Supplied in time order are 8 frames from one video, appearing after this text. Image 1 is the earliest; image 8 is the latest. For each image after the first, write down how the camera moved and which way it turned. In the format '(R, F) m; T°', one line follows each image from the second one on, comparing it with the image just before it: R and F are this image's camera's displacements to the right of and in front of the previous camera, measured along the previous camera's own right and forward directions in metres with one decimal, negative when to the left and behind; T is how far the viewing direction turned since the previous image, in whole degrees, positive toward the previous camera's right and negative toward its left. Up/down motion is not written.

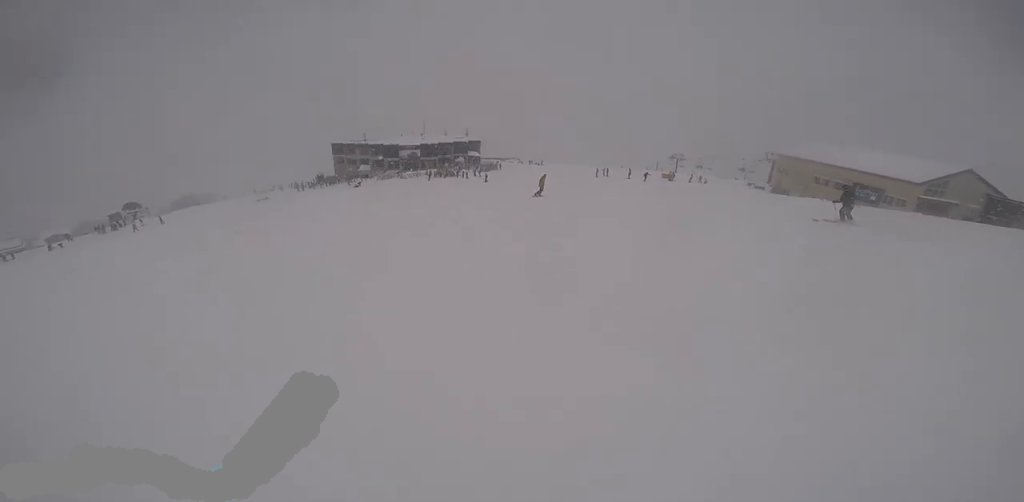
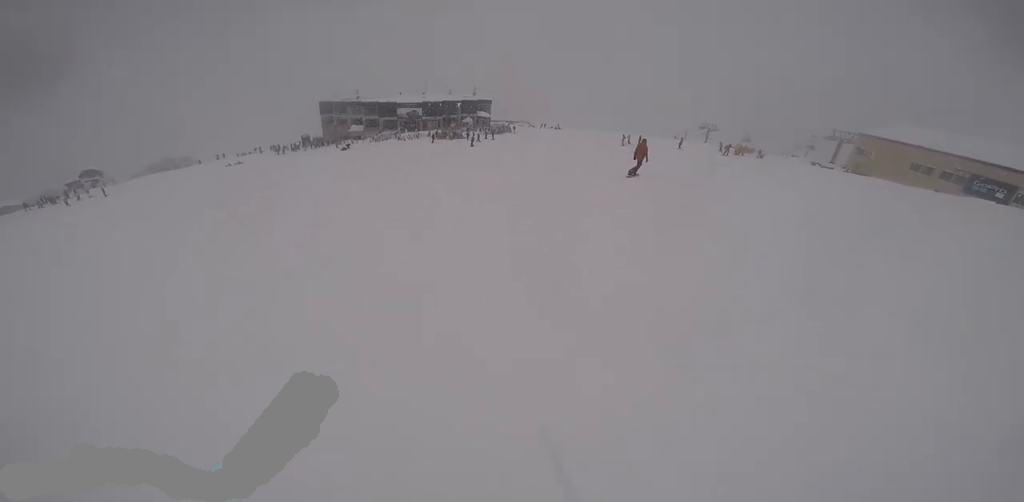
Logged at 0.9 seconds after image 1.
(0.0, +11.6) m; 0°
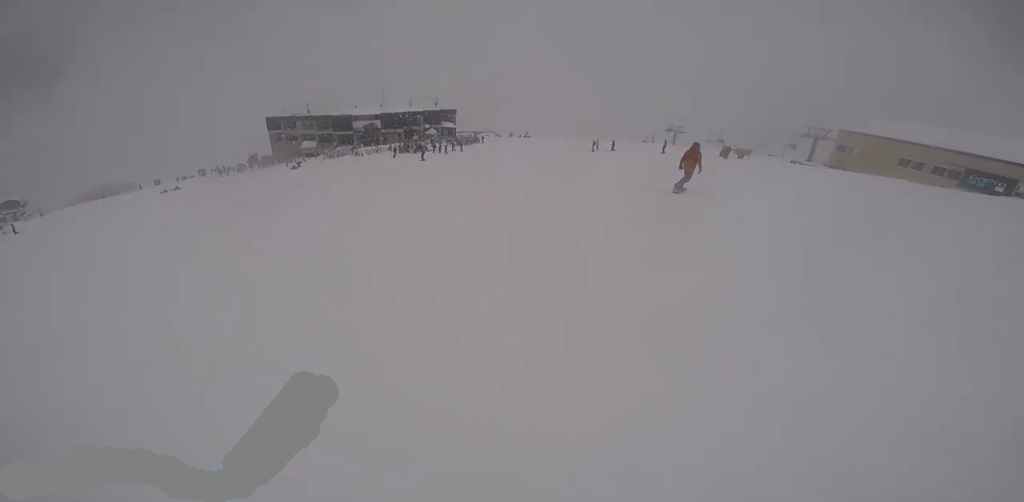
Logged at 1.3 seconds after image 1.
(0.0, +4.9) m; +3°
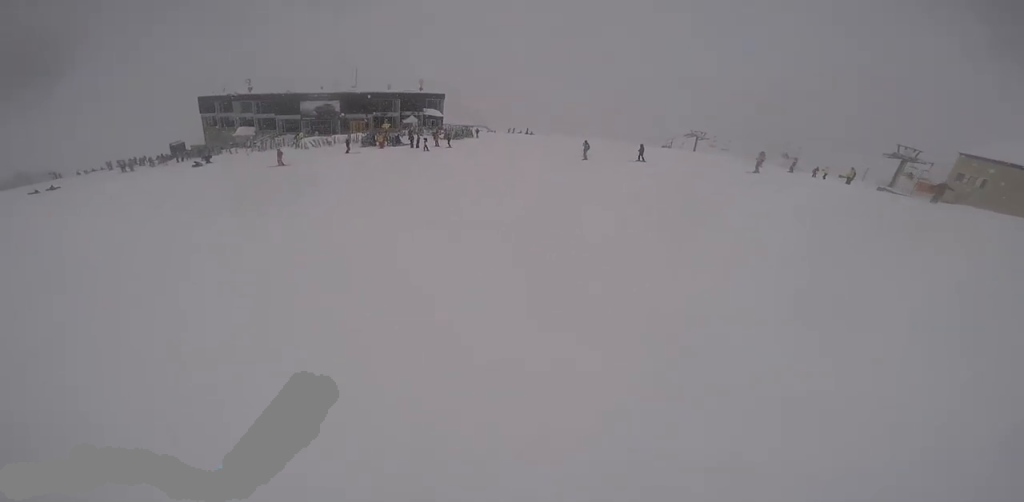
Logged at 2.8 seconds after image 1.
(+1.4, +16.3) m; +3°
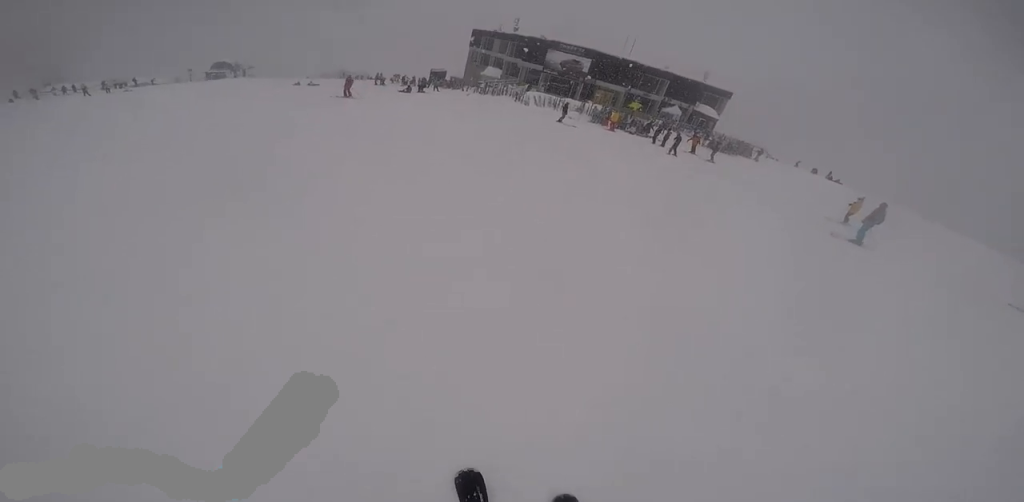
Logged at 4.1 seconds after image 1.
(-2.0, +11.4) m; -25°
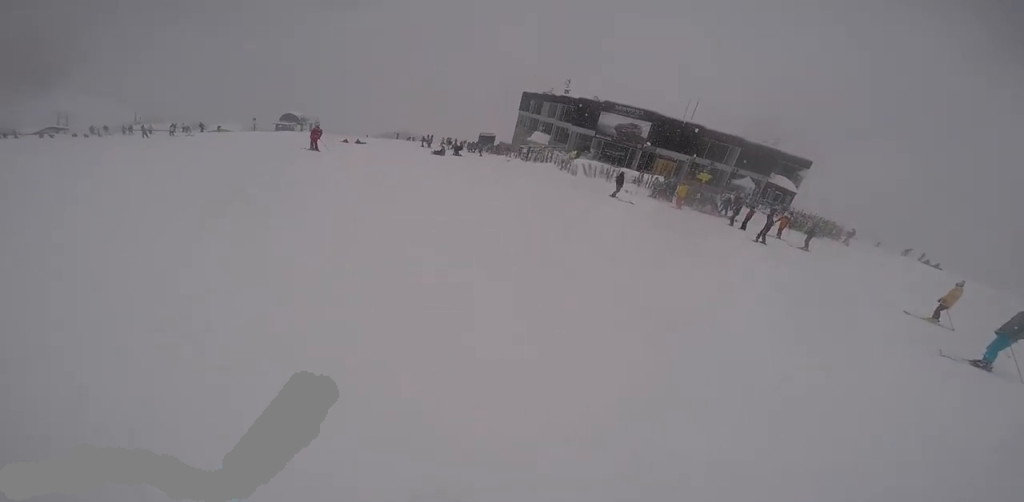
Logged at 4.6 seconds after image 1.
(-1.2, +4.3) m; -6°
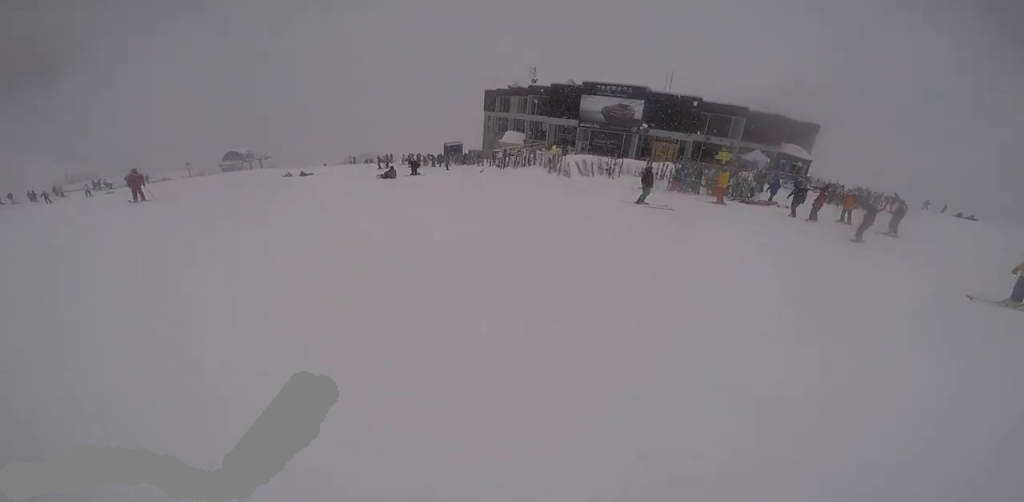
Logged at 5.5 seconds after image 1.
(-0.1, +5.7) m; +2°
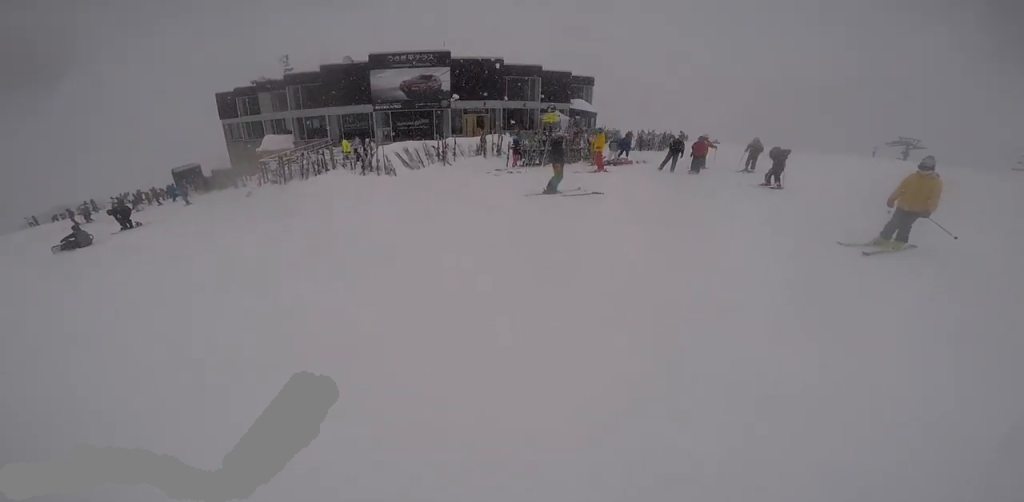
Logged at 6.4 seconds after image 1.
(+0.4, +5.1) m; +9°
